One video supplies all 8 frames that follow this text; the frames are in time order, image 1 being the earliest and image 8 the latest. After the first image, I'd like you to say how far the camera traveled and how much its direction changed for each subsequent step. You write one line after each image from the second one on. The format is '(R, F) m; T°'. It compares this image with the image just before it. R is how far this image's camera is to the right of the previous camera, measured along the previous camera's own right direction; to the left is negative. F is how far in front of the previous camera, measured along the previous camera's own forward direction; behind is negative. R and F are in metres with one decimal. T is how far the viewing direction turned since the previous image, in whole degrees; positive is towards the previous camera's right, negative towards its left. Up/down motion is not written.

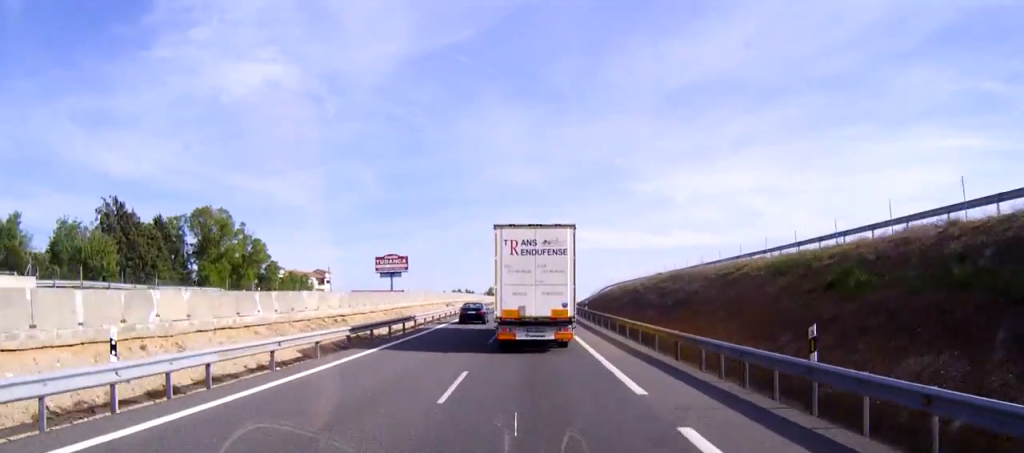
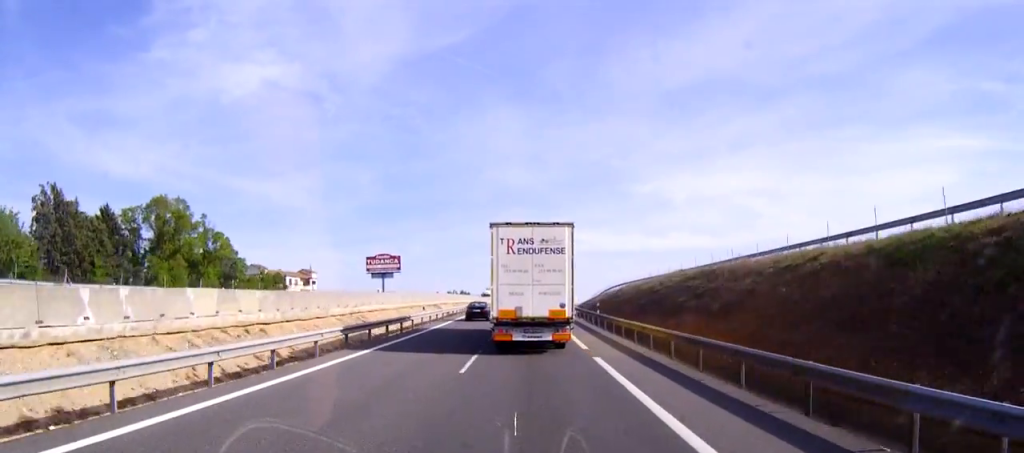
(0.0, +11.7) m; 0°
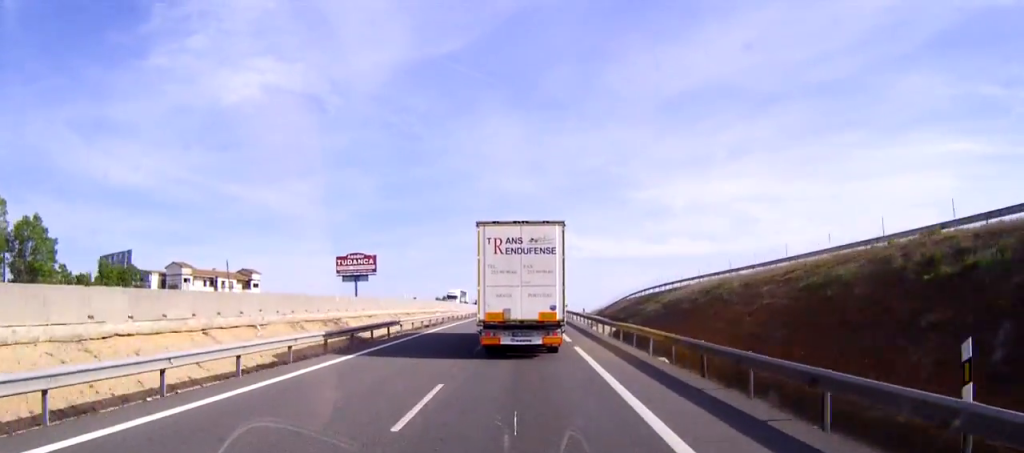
(+0.1, +41.5) m; 0°
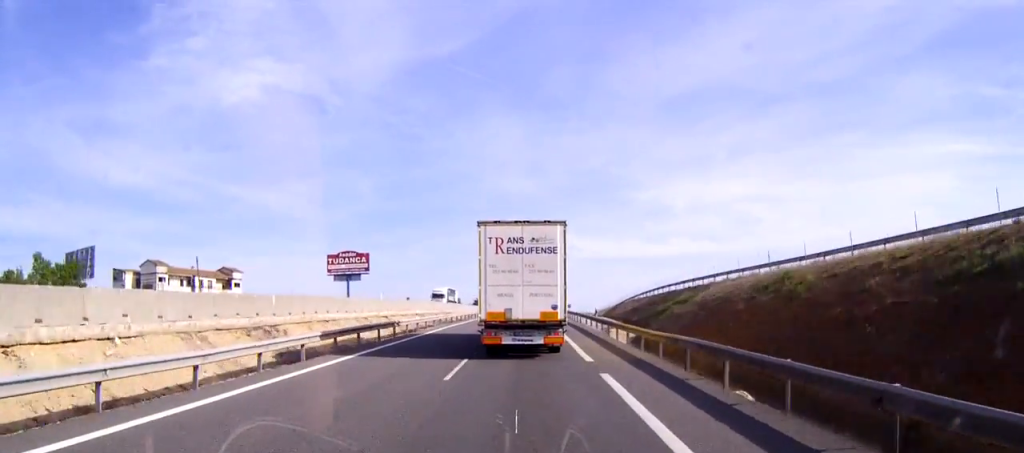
(0.0, +10.4) m; 0°
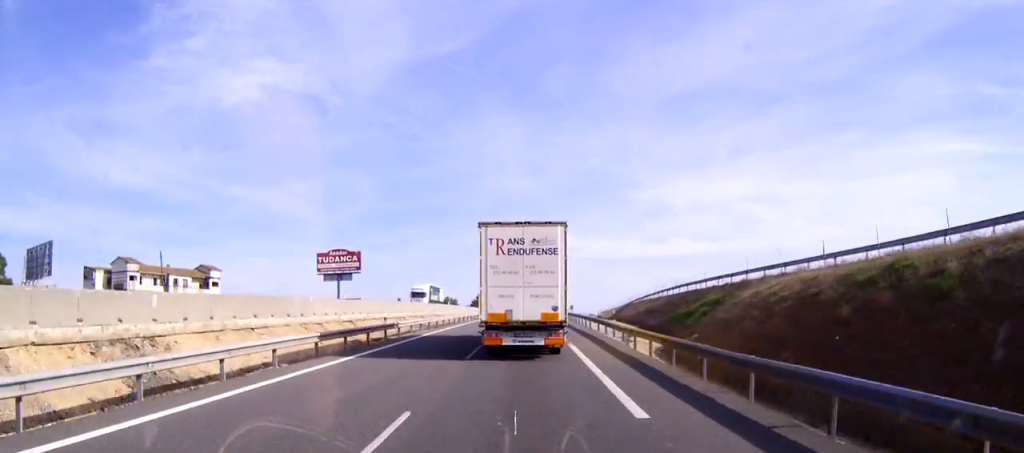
(0.0, +10.2) m; 0°
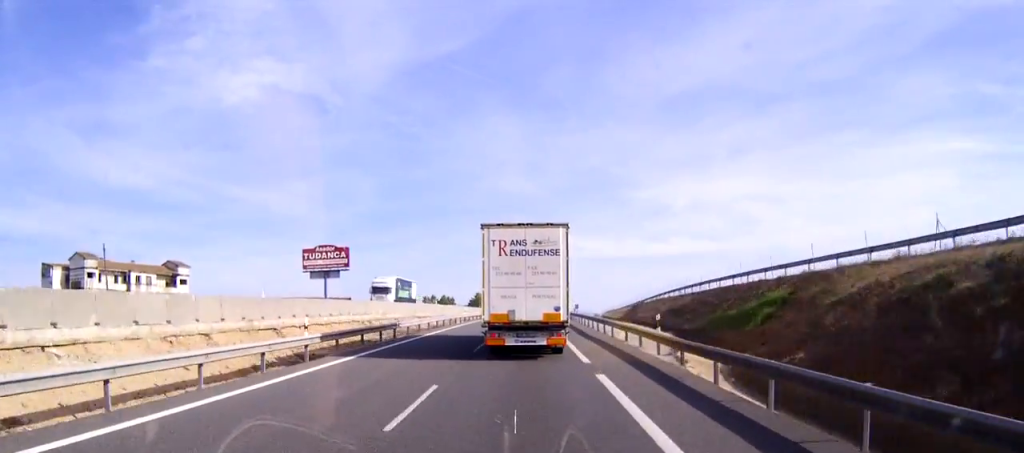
(0.0, +13.4) m; 0°
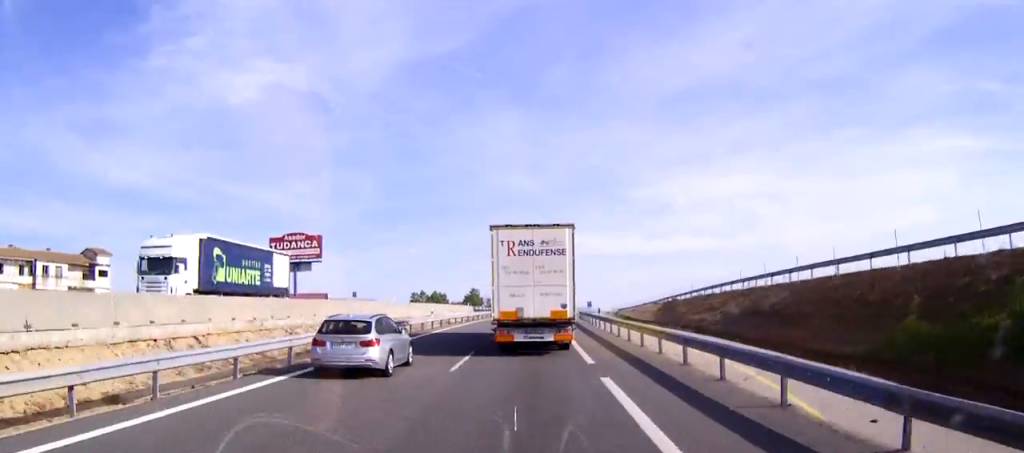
(0.0, +25.4) m; 0°
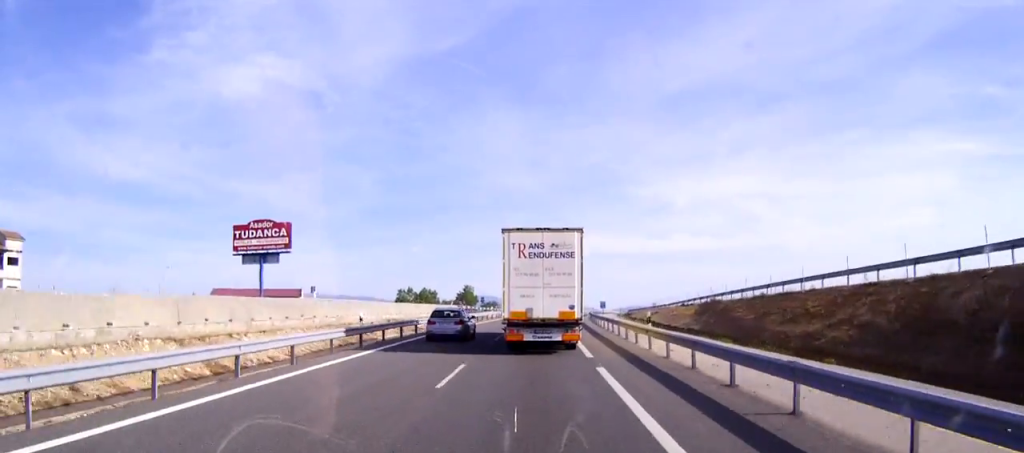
(0.0, +20.4) m; 0°
